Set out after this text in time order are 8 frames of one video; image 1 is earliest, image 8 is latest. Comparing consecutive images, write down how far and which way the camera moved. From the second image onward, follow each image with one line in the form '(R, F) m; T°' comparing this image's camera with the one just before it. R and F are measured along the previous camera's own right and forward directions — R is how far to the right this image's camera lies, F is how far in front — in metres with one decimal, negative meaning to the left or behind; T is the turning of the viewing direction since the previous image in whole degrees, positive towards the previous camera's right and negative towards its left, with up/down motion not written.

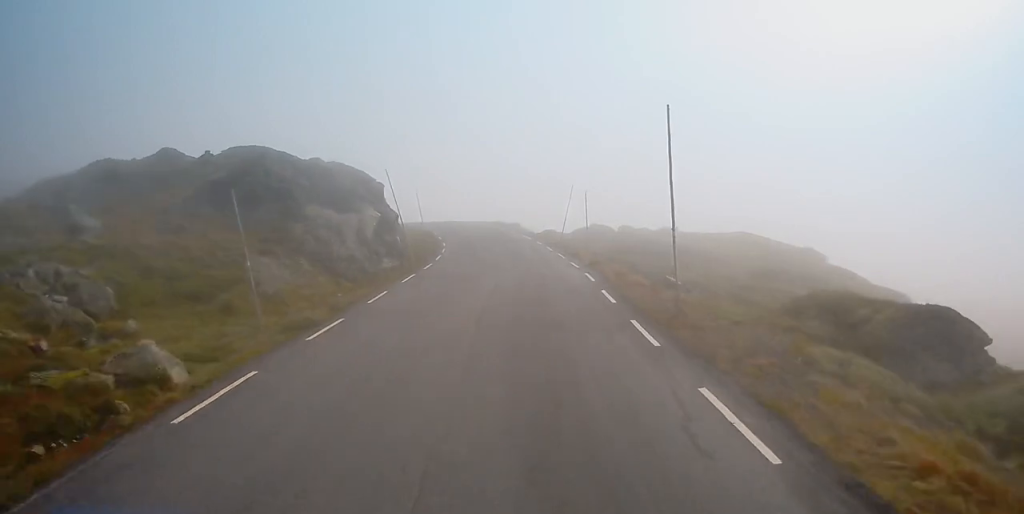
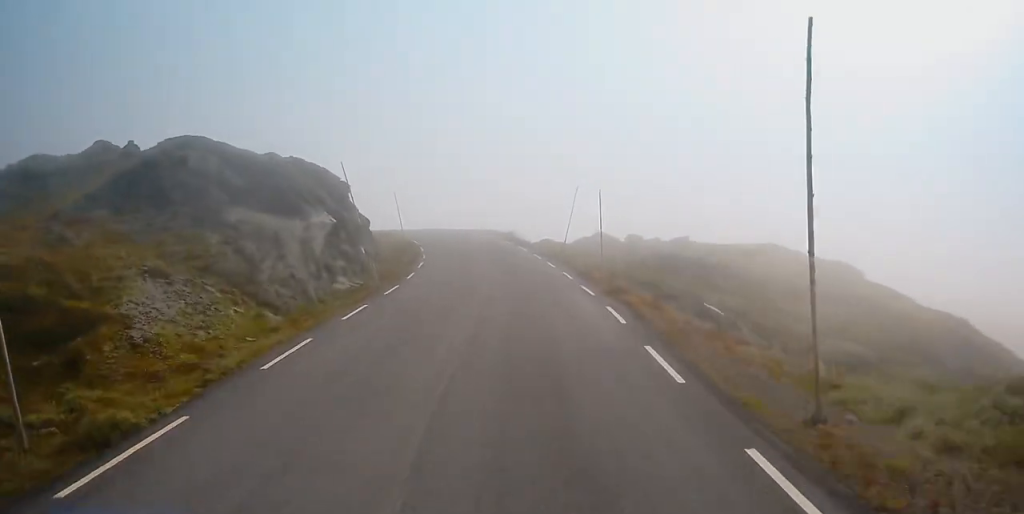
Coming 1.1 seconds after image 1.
(-0.5, +8.5) m; 0°
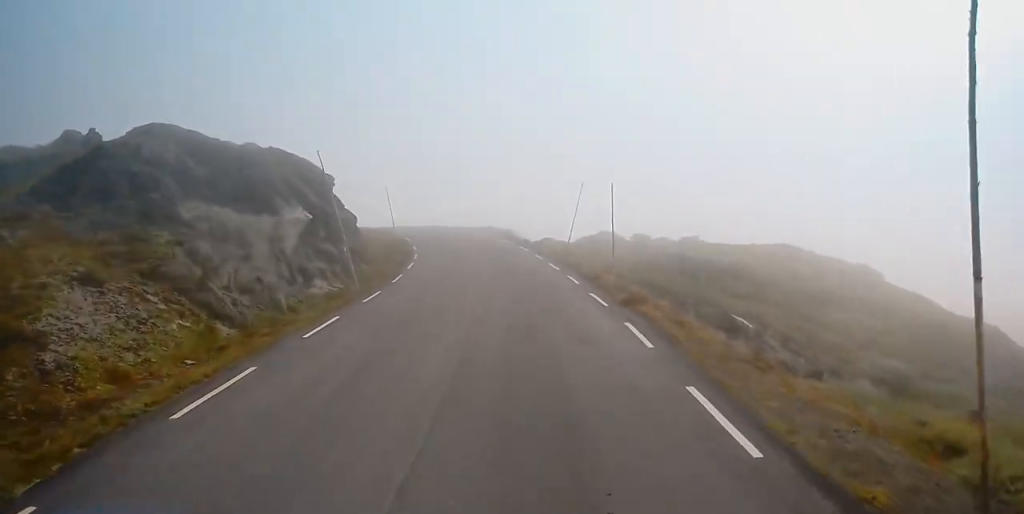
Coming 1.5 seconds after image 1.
(+0.2, +3.4) m; +2°
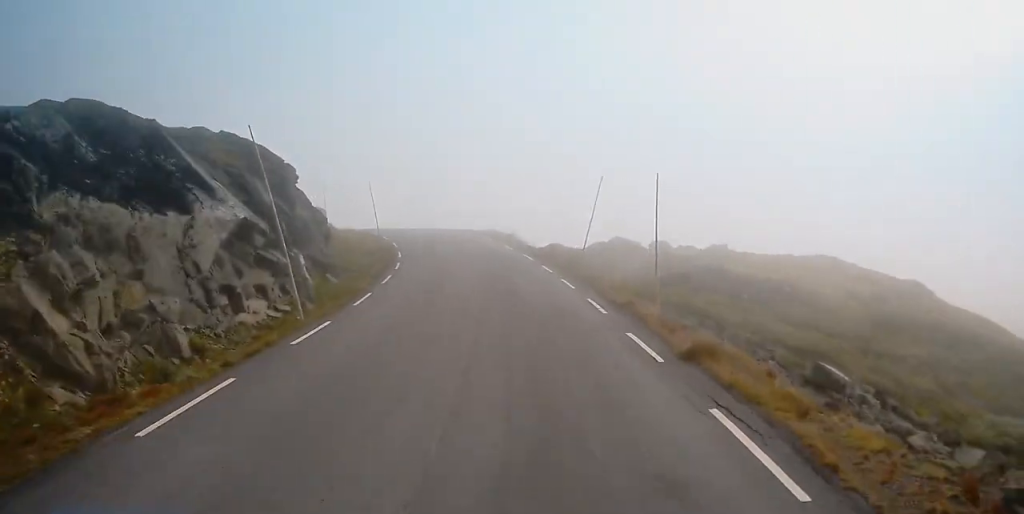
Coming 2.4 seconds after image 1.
(+0.2, +7.0) m; 0°
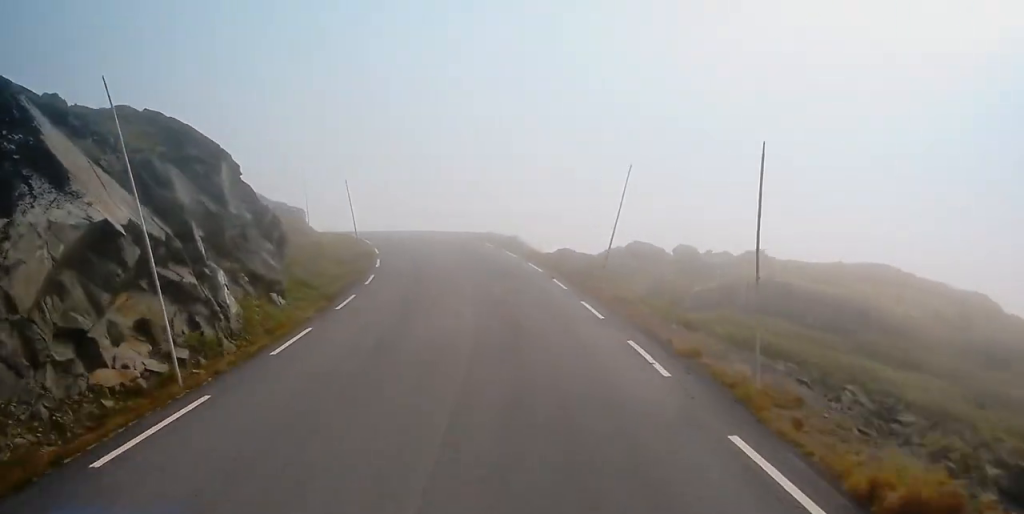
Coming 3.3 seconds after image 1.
(-0.1, +7.0) m; -3°
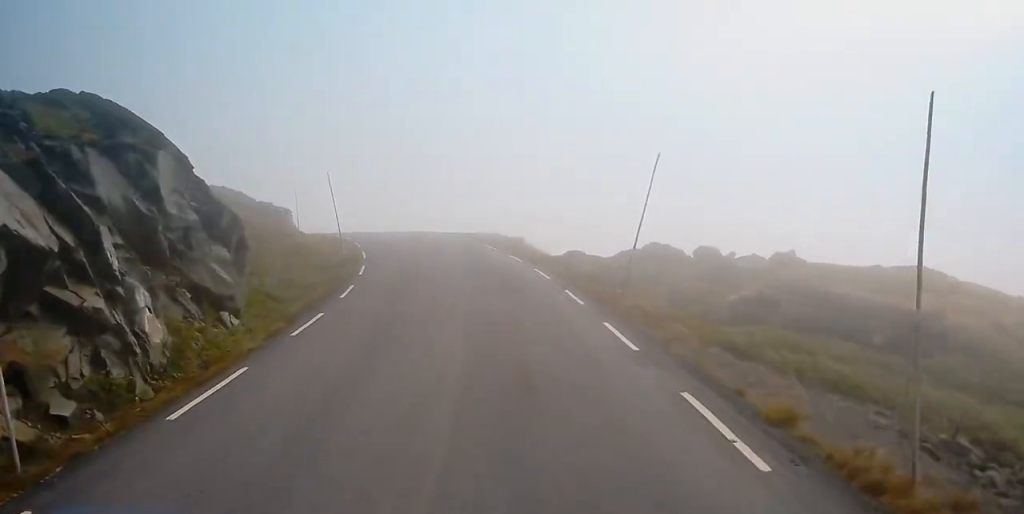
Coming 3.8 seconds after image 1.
(-0.2, +4.2) m; -2°
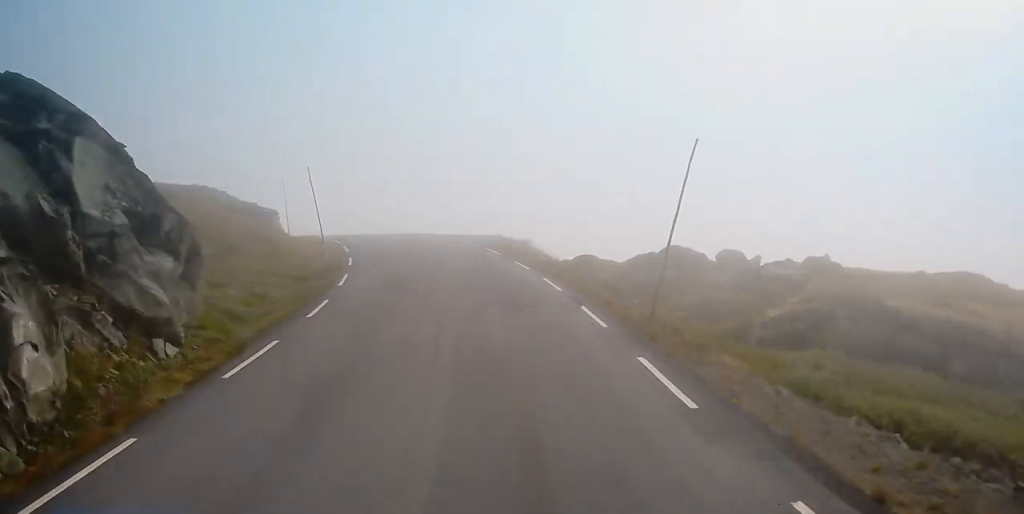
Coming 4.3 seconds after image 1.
(-0.1, +3.8) m; -1°
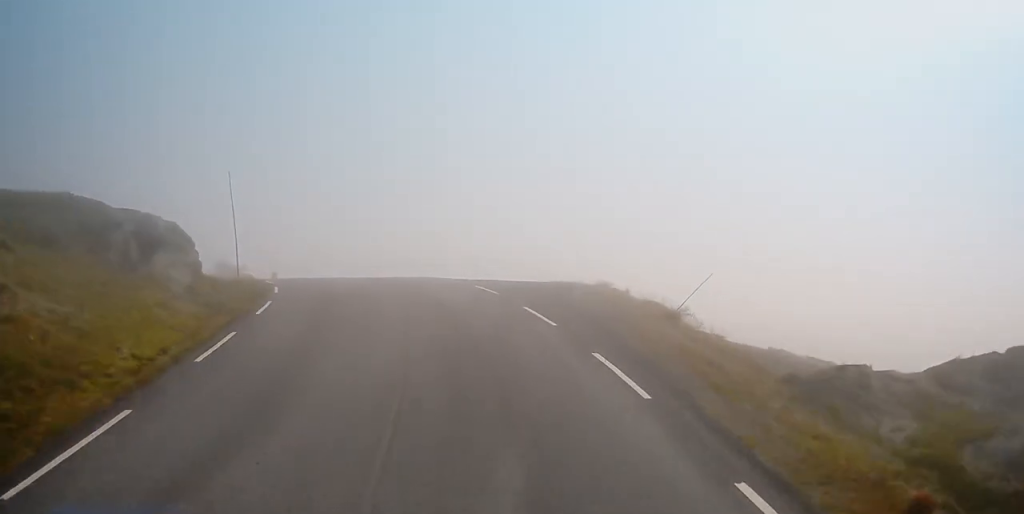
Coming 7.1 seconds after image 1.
(0.0, +22.9) m; -1°
